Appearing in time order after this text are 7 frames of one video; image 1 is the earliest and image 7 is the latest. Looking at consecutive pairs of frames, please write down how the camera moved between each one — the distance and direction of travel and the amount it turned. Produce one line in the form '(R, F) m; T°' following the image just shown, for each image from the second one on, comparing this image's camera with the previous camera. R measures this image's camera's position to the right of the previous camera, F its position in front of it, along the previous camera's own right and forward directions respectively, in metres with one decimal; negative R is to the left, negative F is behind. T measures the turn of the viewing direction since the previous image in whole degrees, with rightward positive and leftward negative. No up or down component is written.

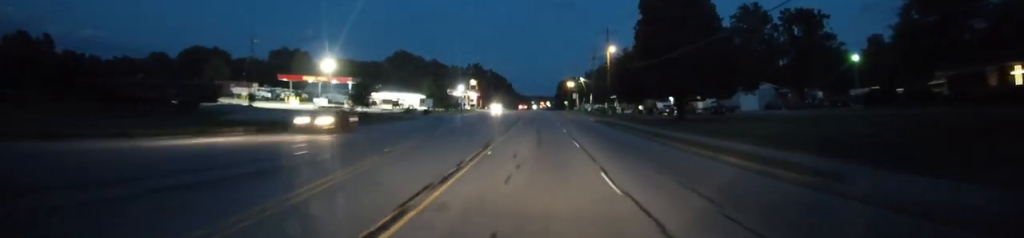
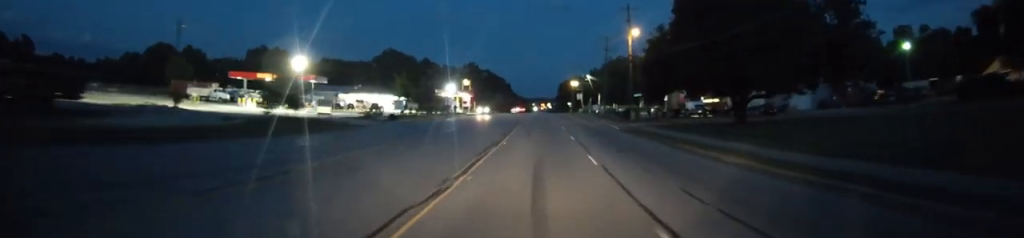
(+0.1, +18.8) m; 0°
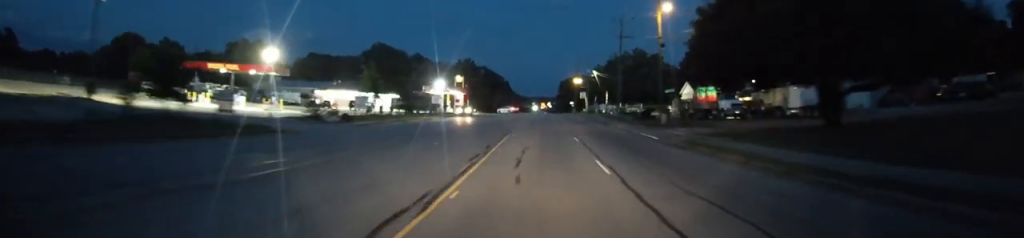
(0.0, +14.0) m; 0°
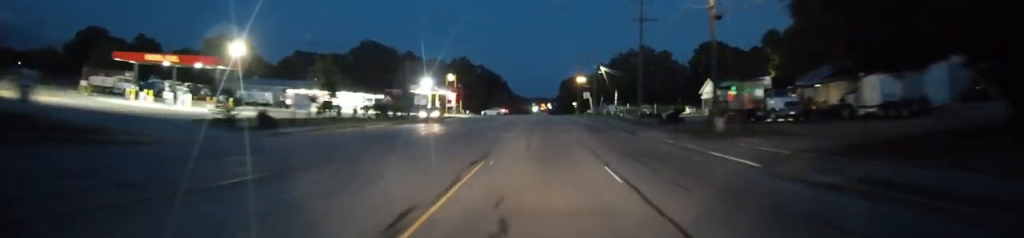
(-0.1, +13.5) m; 0°
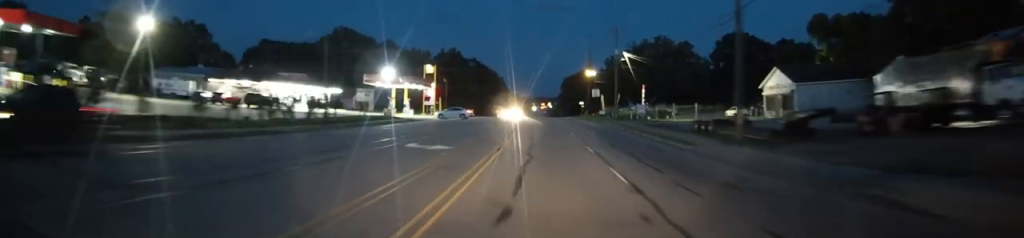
(+0.3, +27.0) m; +1°
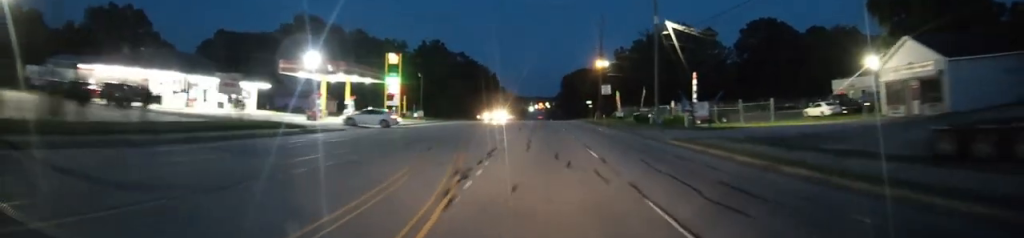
(-0.1, +25.7) m; 0°
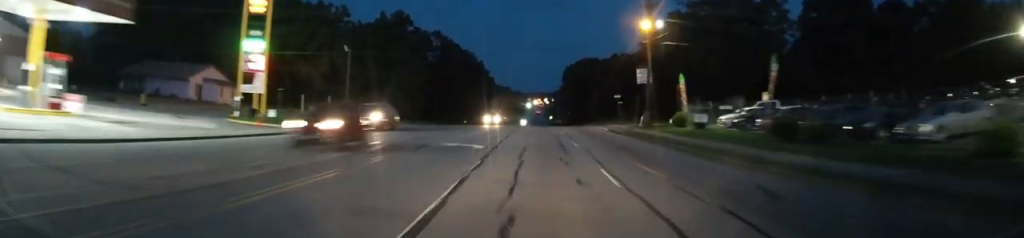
(-0.3, +42.3) m; -1°
